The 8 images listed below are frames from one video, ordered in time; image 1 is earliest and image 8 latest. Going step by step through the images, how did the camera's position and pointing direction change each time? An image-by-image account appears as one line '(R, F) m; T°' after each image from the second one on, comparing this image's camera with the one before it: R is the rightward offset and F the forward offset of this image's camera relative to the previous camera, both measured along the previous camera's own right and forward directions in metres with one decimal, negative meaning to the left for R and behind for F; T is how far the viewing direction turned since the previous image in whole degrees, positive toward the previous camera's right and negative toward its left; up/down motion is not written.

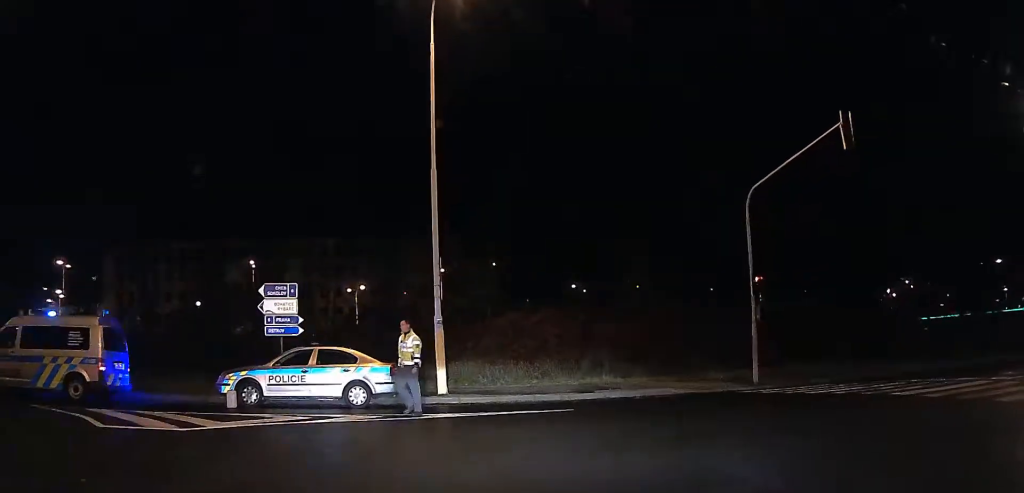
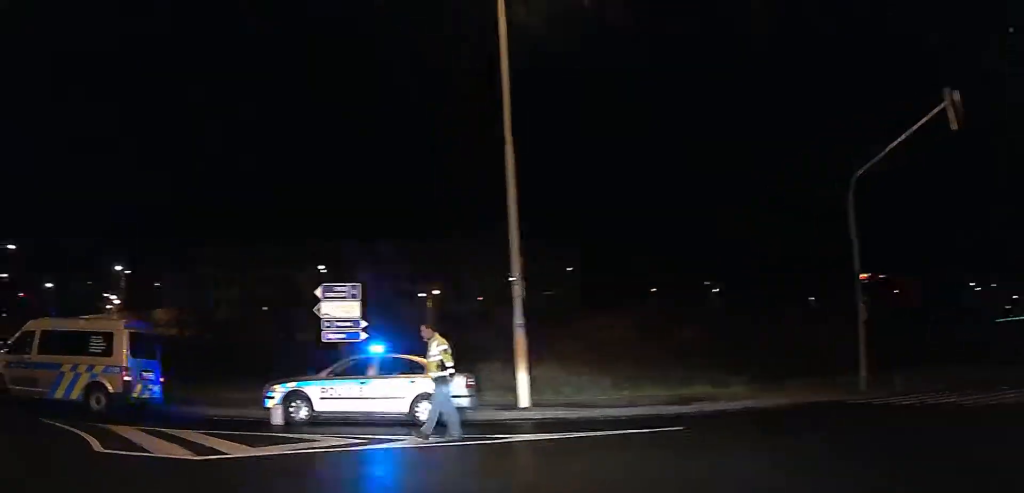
(-0.2, +2.1) m; -14°
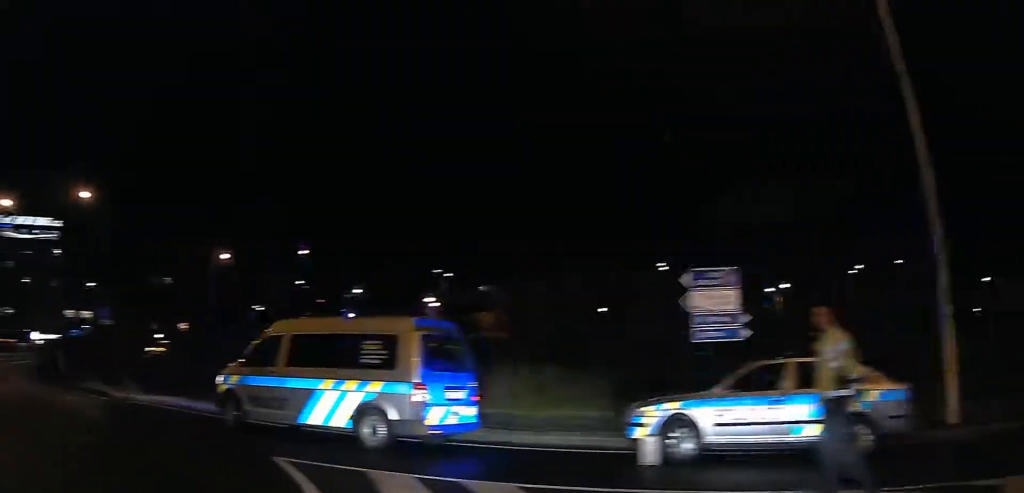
(-0.6, +3.4) m; -19°
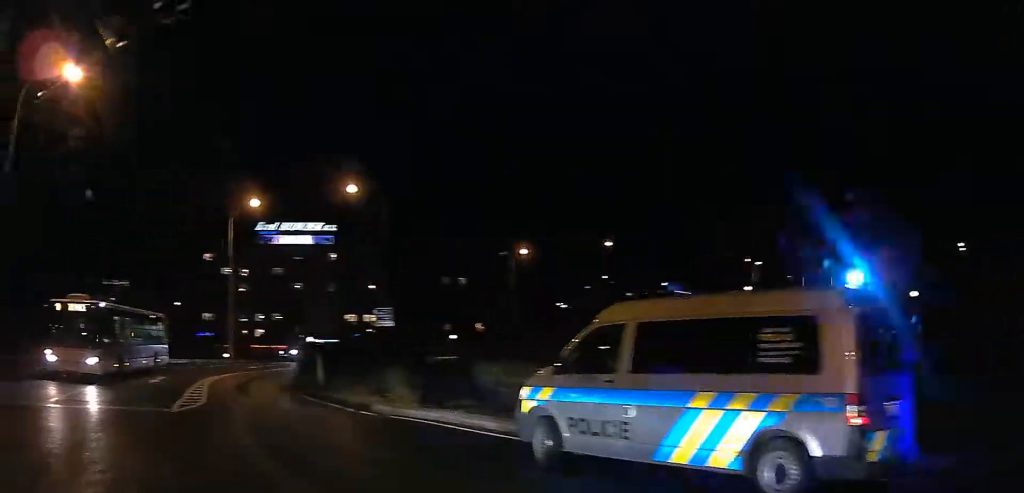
(-0.4, +3.3) m; -12°
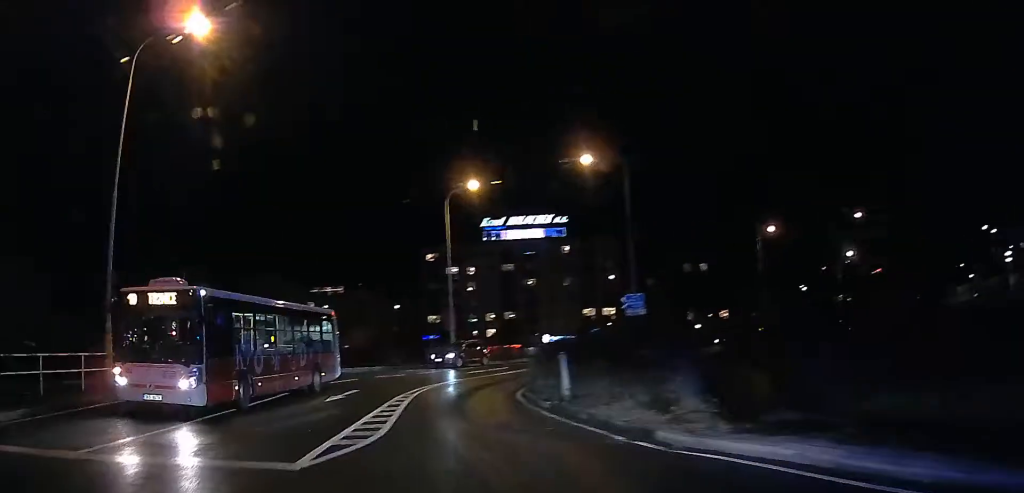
(-0.6, +5.0) m; -10°
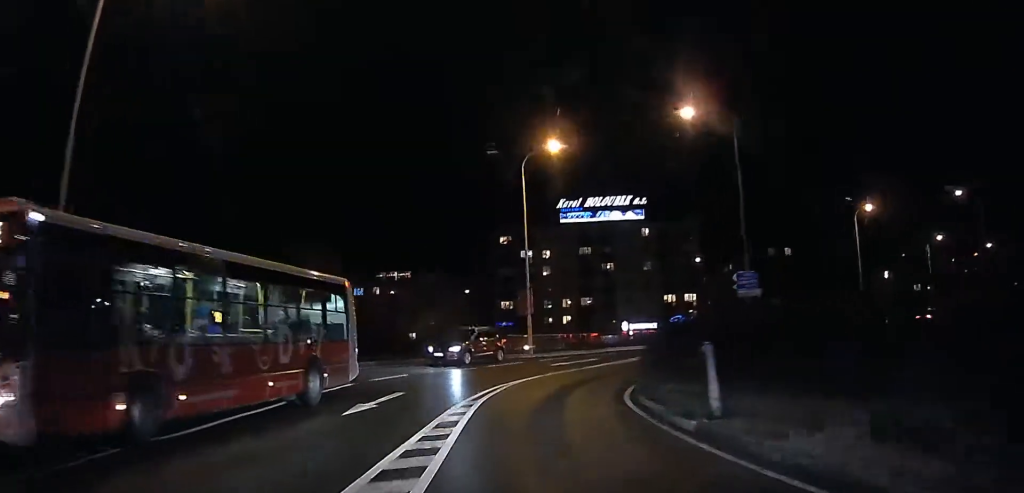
(-0.3, +5.2) m; -4°
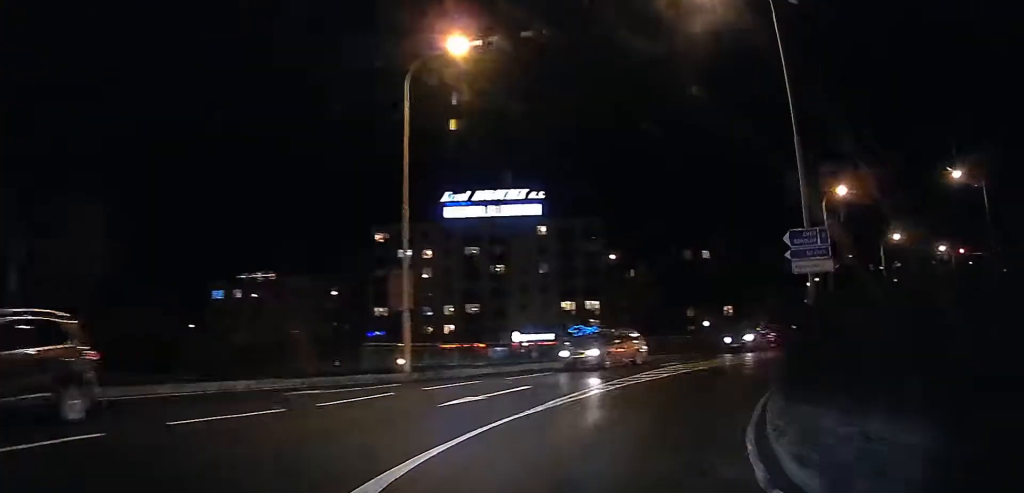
(-0.2, +14.8) m; 0°
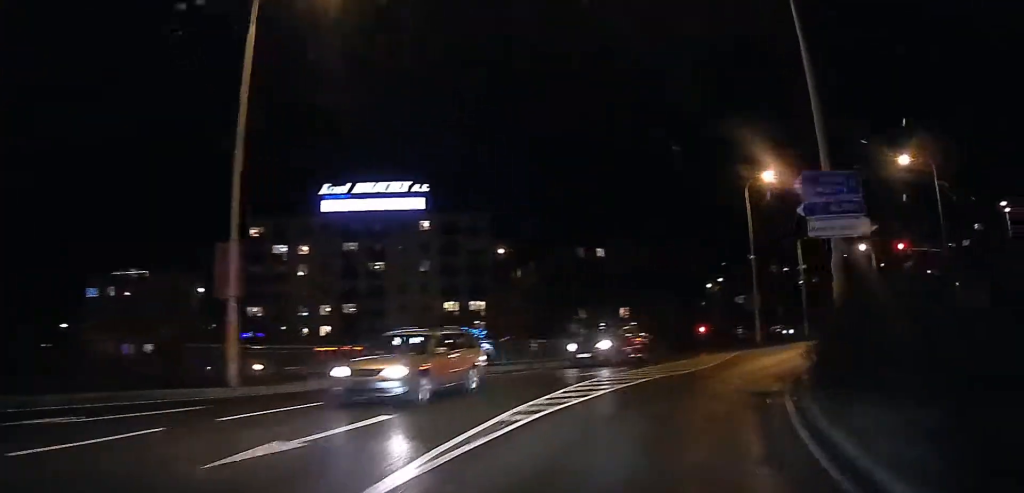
(0.0, +6.4) m; +3°
